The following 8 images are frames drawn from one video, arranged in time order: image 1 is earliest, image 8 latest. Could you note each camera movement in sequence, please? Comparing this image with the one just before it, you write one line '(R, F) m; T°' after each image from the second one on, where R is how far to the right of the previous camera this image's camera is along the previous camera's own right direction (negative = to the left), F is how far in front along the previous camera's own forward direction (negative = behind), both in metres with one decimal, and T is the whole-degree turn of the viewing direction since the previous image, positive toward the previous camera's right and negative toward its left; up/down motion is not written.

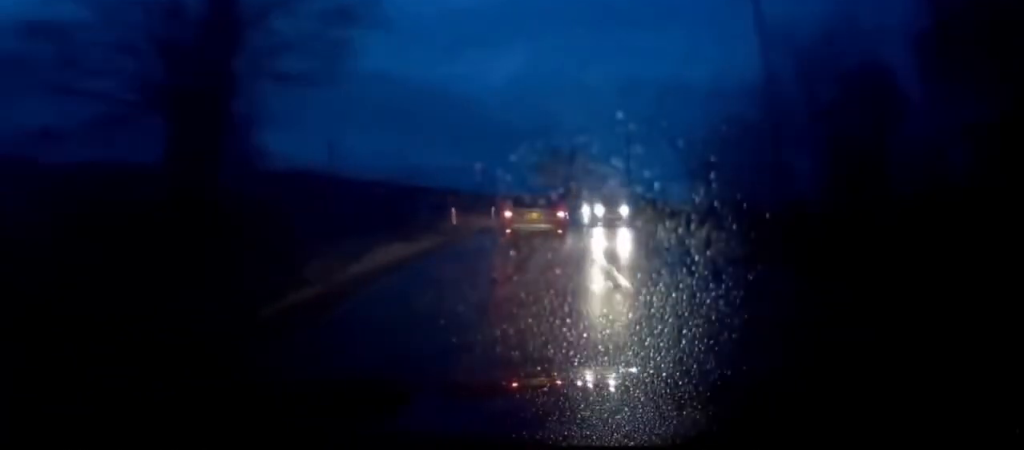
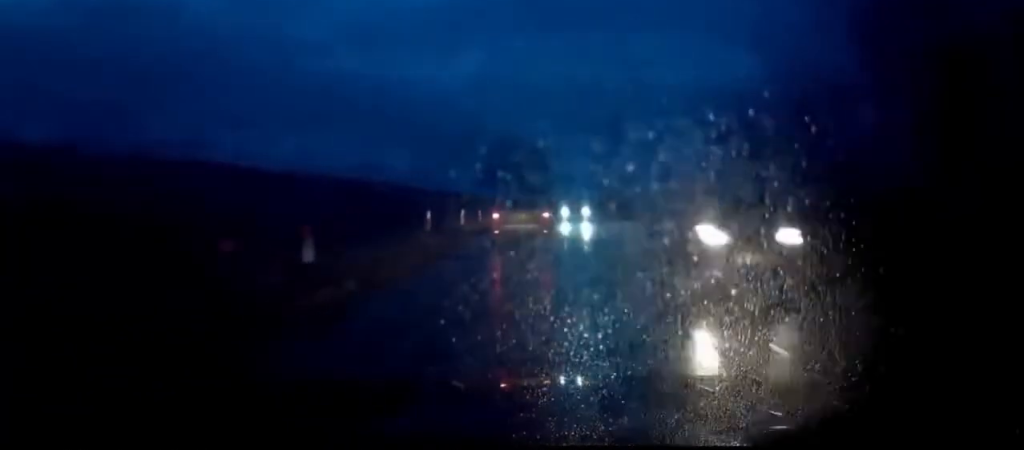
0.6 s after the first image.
(0.0, +13.3) m; 0°
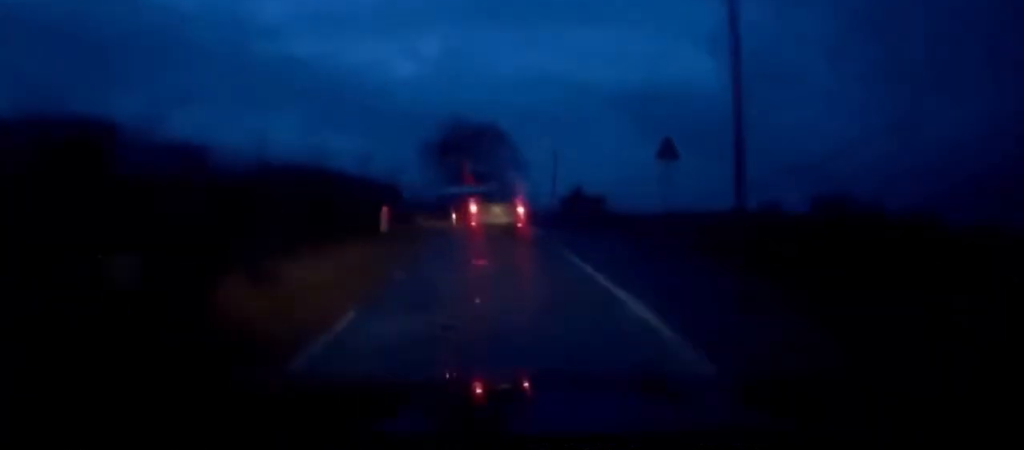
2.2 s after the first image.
(0.0, +32.4) m; 0°
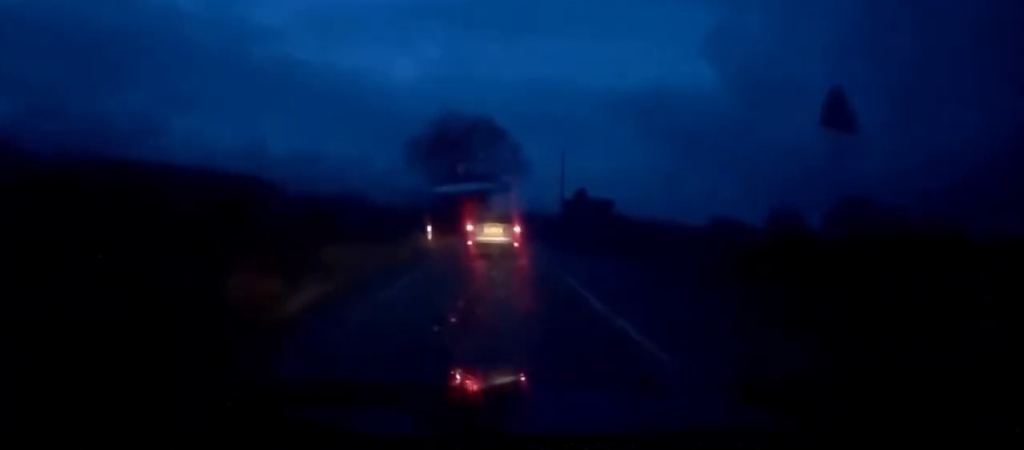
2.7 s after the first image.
(0.0, +12.0) m; 0°
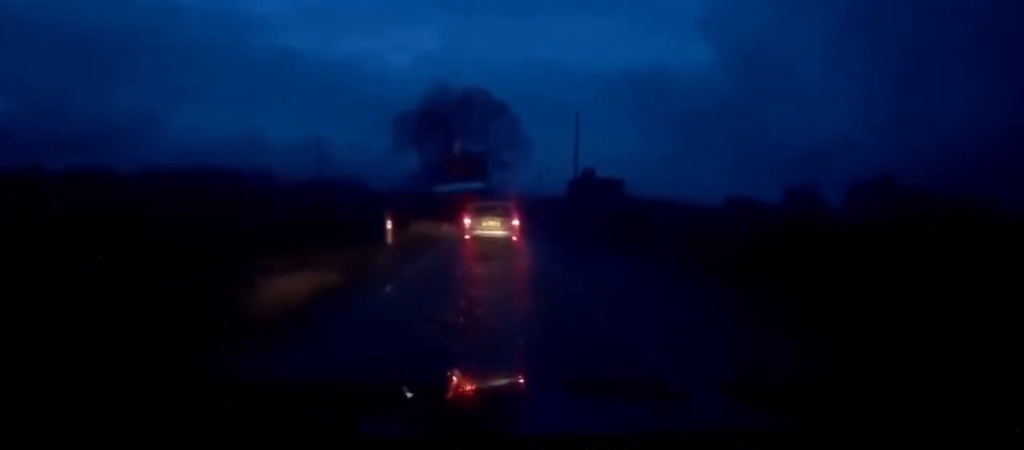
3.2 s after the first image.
(0.0, +9.2) m; 0°
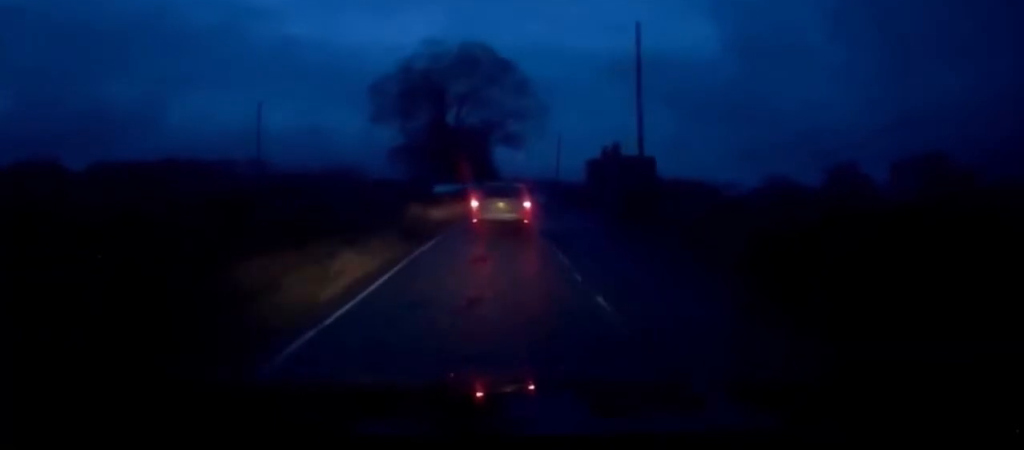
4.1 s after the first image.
(0.0, +19.1) m; 0°
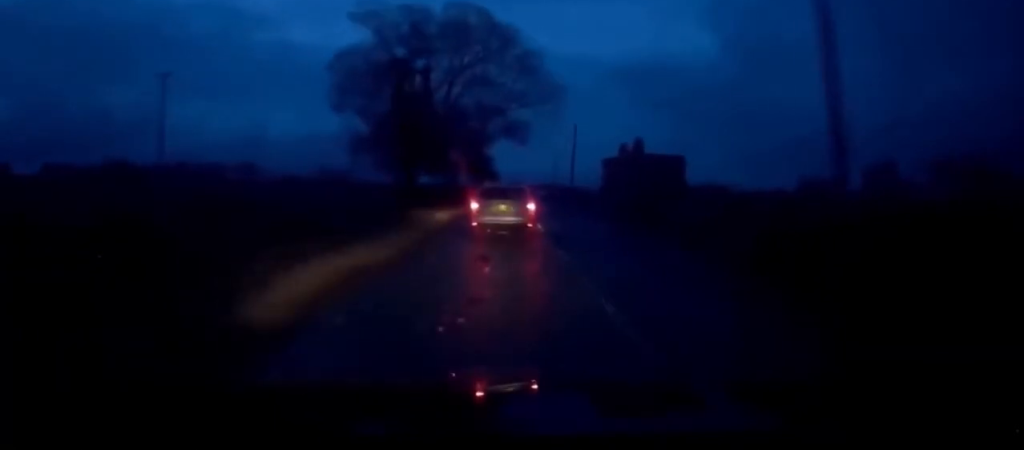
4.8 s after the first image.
(0.0, +16.3) m; 0°
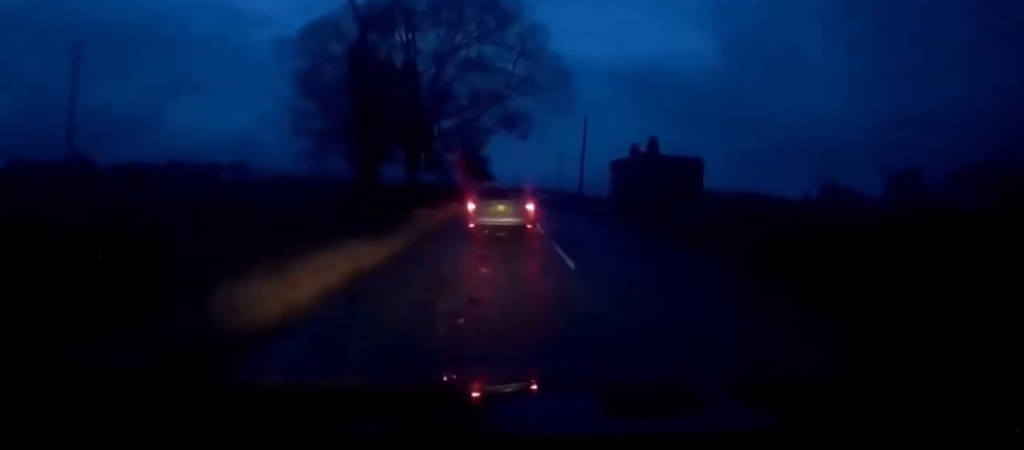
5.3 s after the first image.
(0.0, +9.3) m; 0°
